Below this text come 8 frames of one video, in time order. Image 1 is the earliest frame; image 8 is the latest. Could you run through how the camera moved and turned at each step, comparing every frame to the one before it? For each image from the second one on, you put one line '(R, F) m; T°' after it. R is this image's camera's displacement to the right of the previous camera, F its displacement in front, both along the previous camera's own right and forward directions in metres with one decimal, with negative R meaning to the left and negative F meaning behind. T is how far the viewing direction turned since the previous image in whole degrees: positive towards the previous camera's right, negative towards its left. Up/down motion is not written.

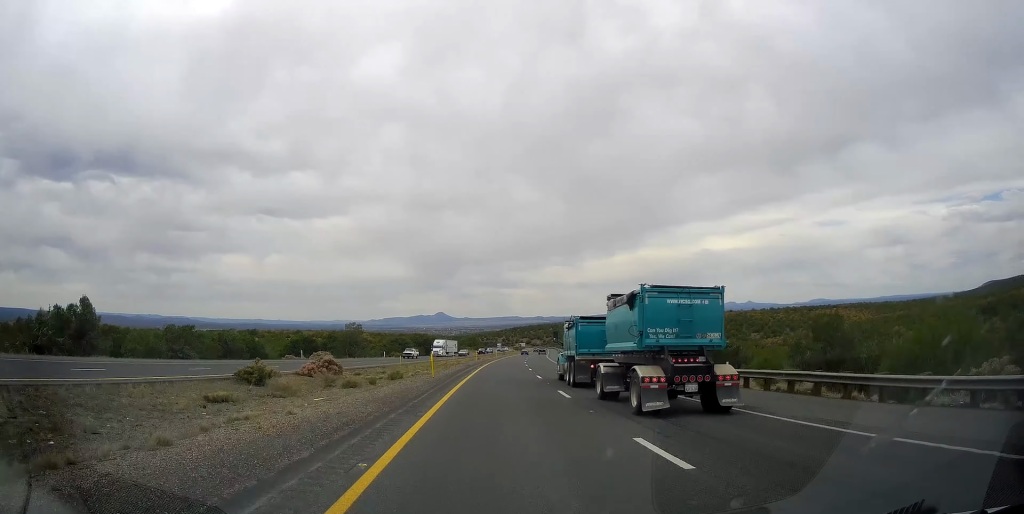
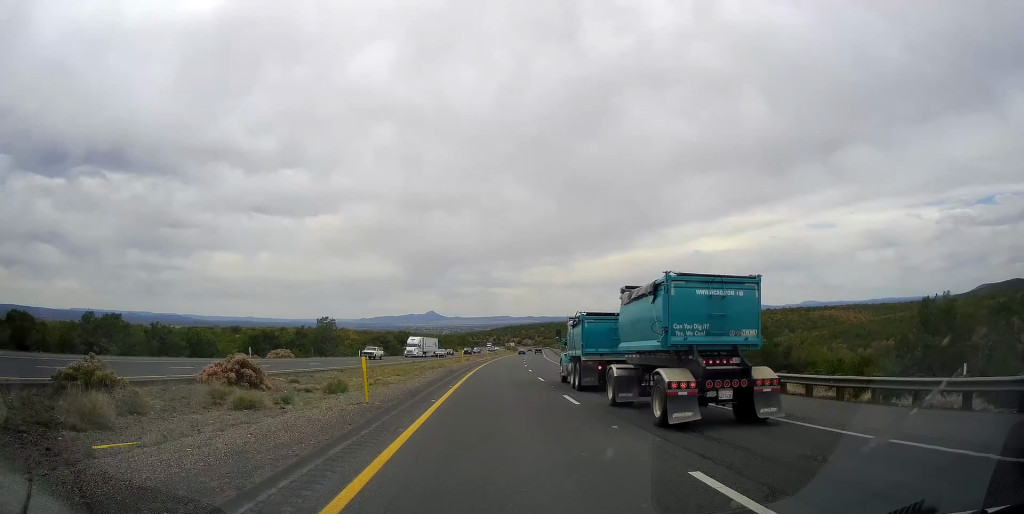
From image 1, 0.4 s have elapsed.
(-0.1, +15.1) m; +1°
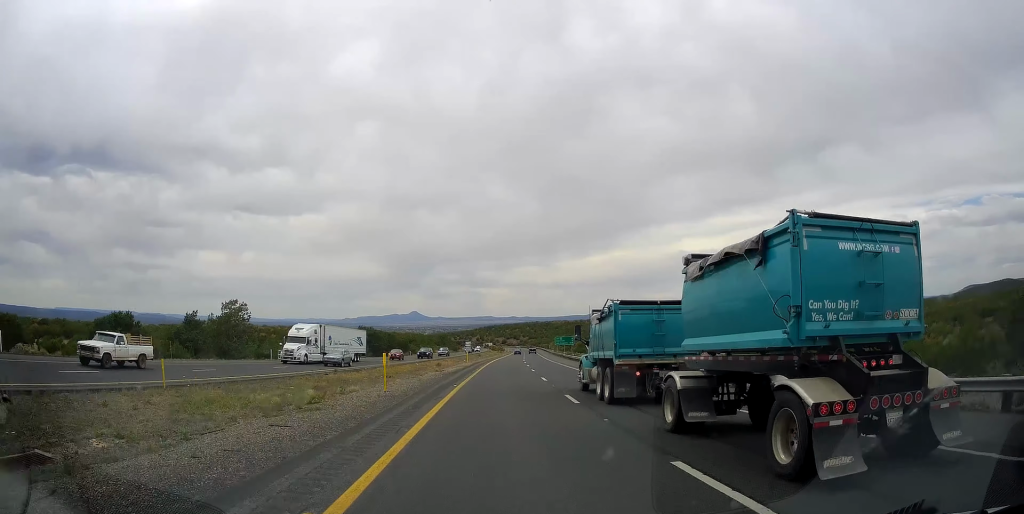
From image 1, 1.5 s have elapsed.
(+0.6, +35.9) m; +2°
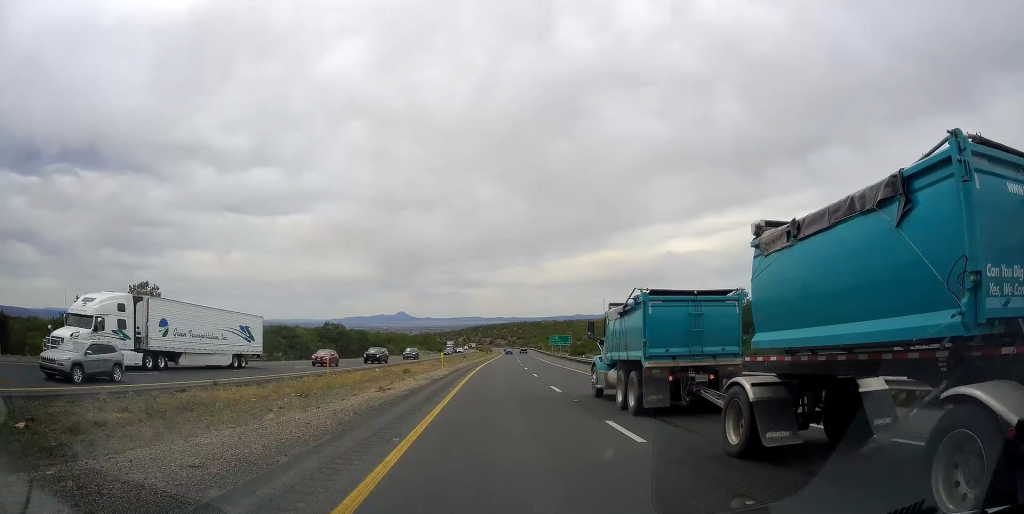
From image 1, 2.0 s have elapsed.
(+0.2, +19.6) m; +1°
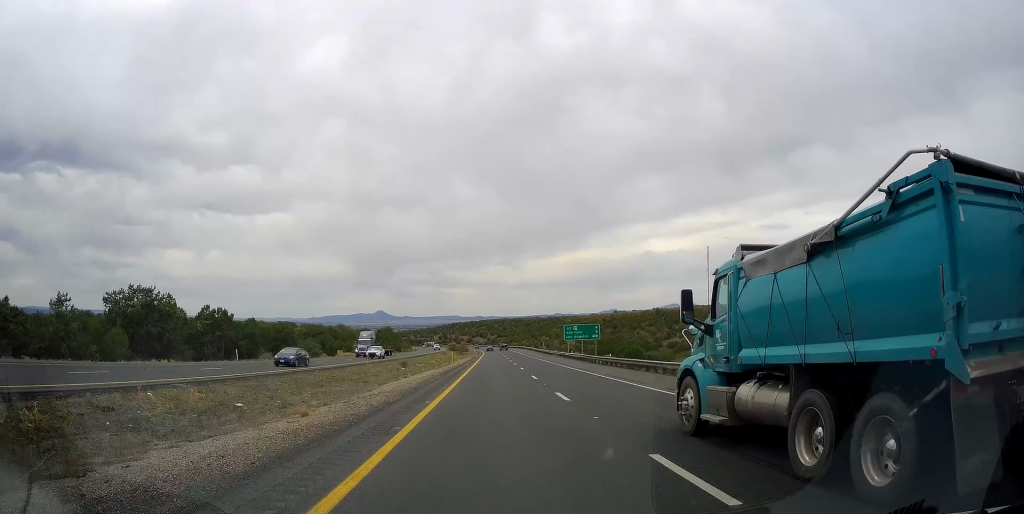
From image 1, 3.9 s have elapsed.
(+0.9, +65.8) m; +2°
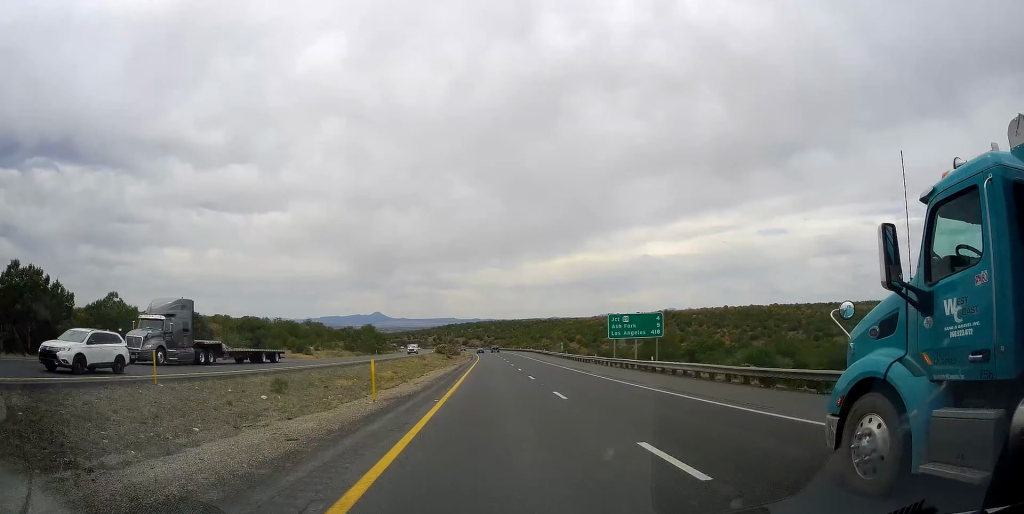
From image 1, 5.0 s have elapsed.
(+0.7, +35.7) m; +2°
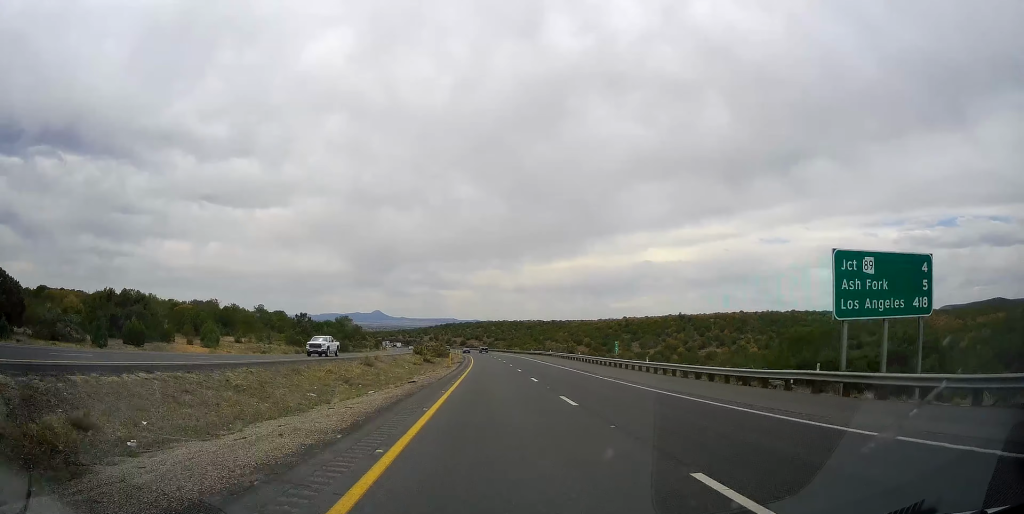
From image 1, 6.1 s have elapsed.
(+0.5, +39.1) m; 0°
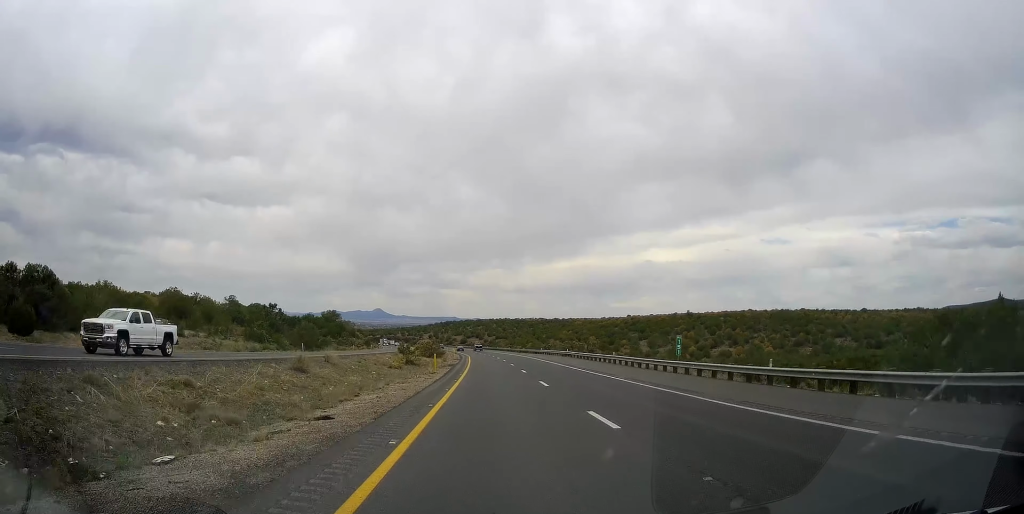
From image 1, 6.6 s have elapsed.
(-0.2, +17.2) m; 0°
